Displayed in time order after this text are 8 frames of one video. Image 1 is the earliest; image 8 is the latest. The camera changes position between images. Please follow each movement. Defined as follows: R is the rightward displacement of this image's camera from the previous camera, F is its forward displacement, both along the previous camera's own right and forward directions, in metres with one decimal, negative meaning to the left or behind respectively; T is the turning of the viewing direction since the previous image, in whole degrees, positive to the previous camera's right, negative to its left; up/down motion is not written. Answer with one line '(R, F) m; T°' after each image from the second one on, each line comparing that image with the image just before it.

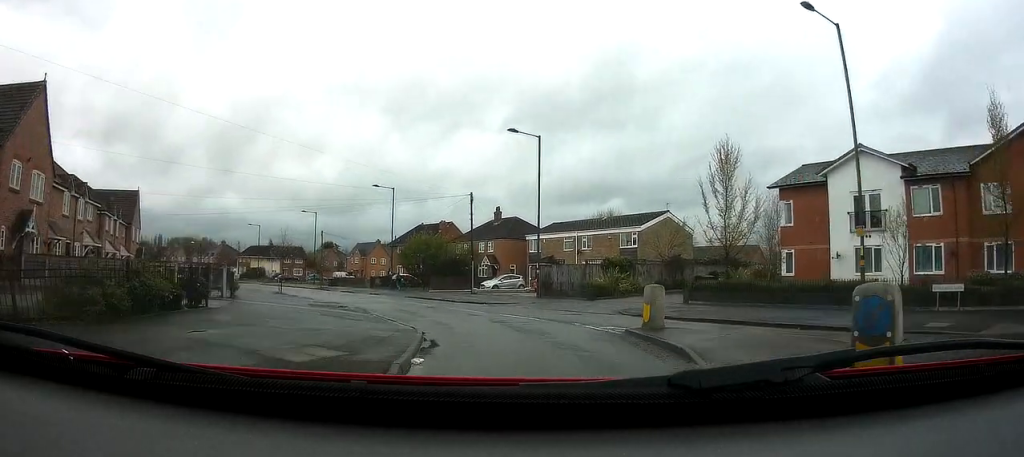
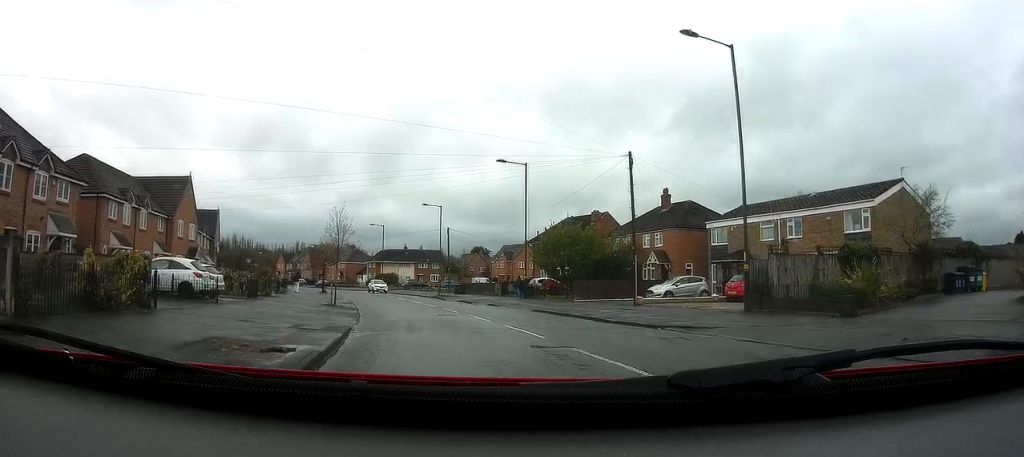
(-1.6, +14.7) m; -17°
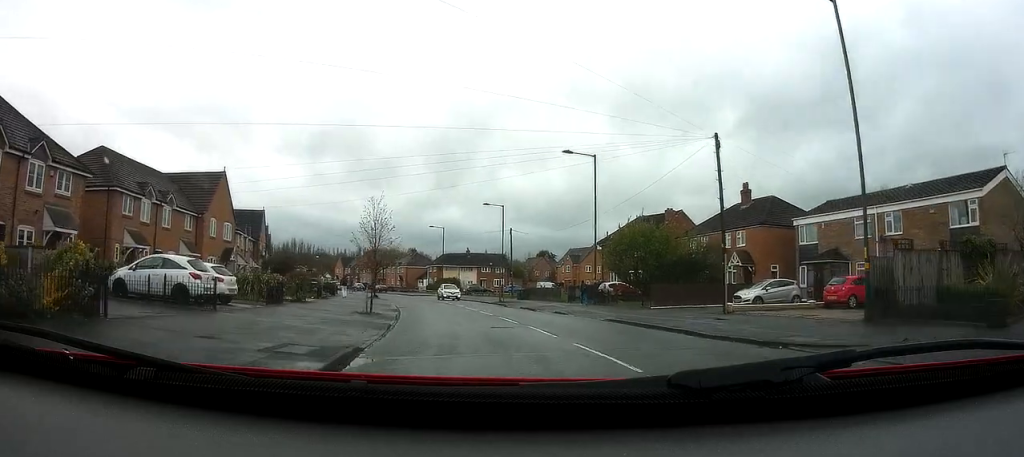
(-0.2, +4.2) m; -5°
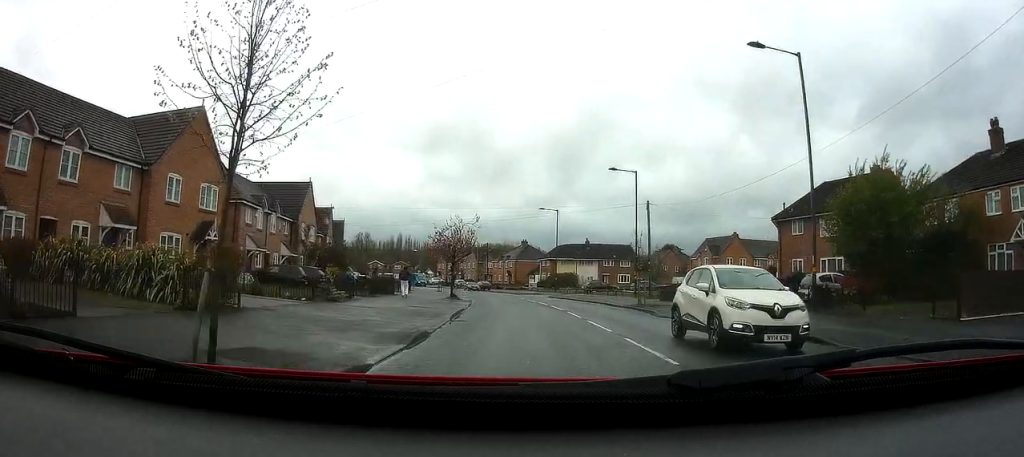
(-2.3, +16.7) m; -13°
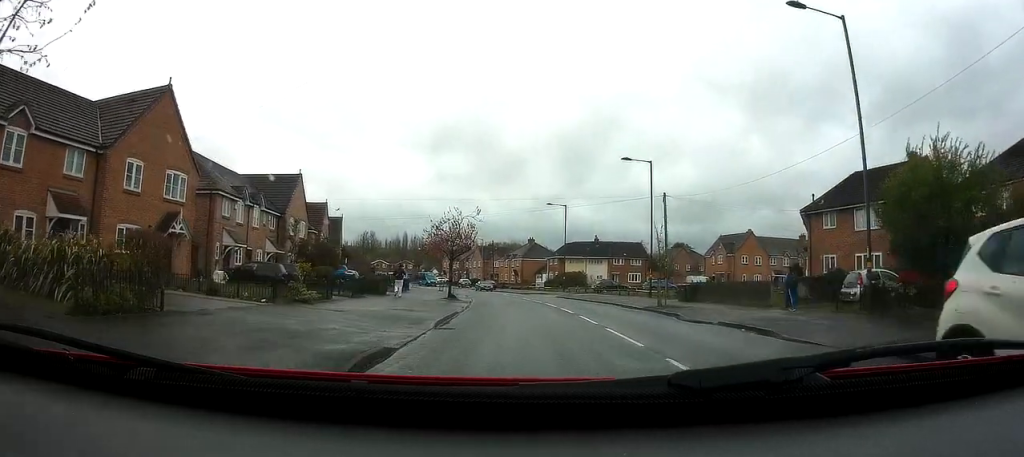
(-0.2, +3.5) m; -2°
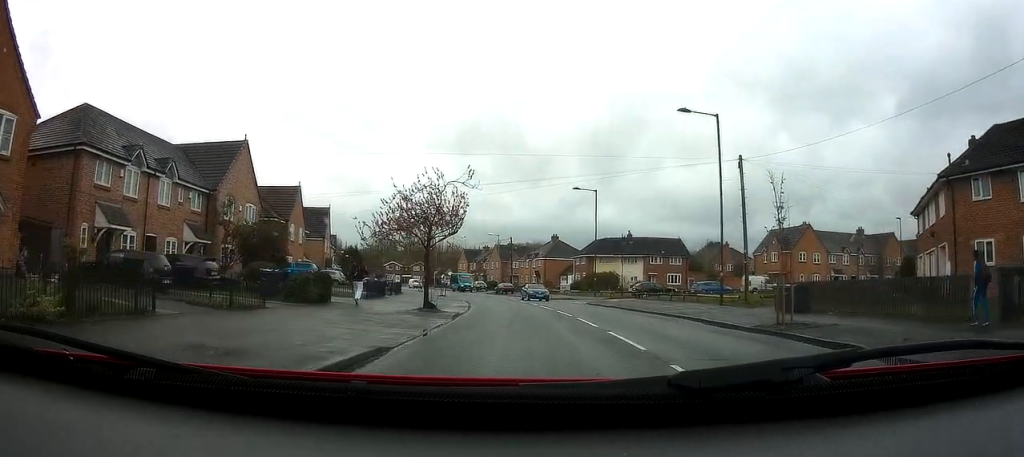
(-0.4, +12.1) m; -3°
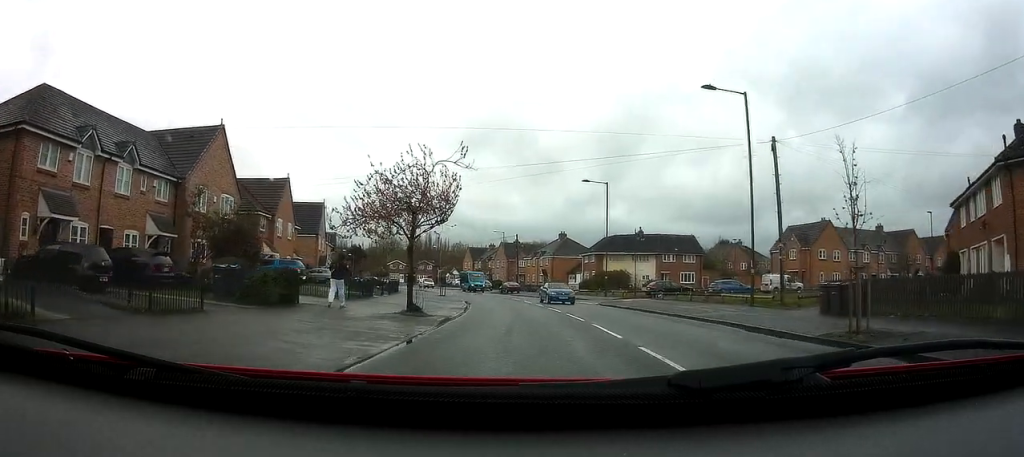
(-0.1, +3.6) m; -1°
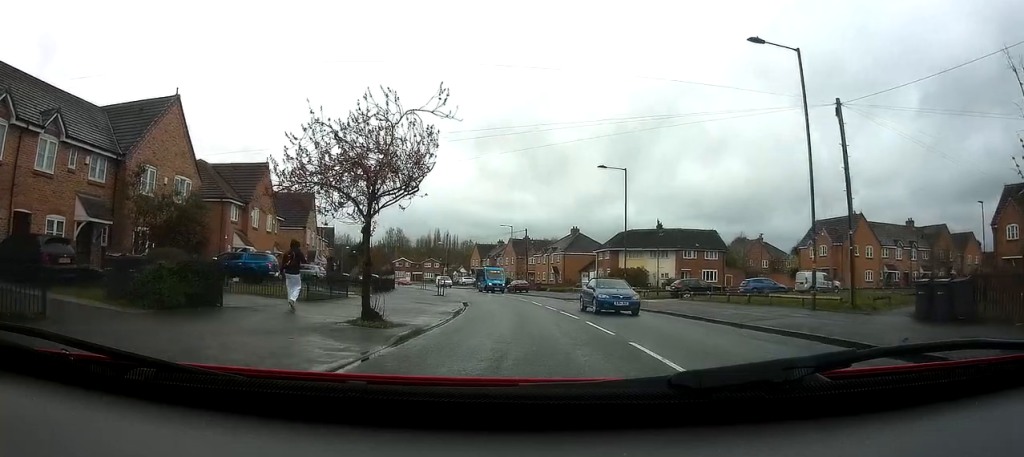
(0.0, +5.5) m; -1°
